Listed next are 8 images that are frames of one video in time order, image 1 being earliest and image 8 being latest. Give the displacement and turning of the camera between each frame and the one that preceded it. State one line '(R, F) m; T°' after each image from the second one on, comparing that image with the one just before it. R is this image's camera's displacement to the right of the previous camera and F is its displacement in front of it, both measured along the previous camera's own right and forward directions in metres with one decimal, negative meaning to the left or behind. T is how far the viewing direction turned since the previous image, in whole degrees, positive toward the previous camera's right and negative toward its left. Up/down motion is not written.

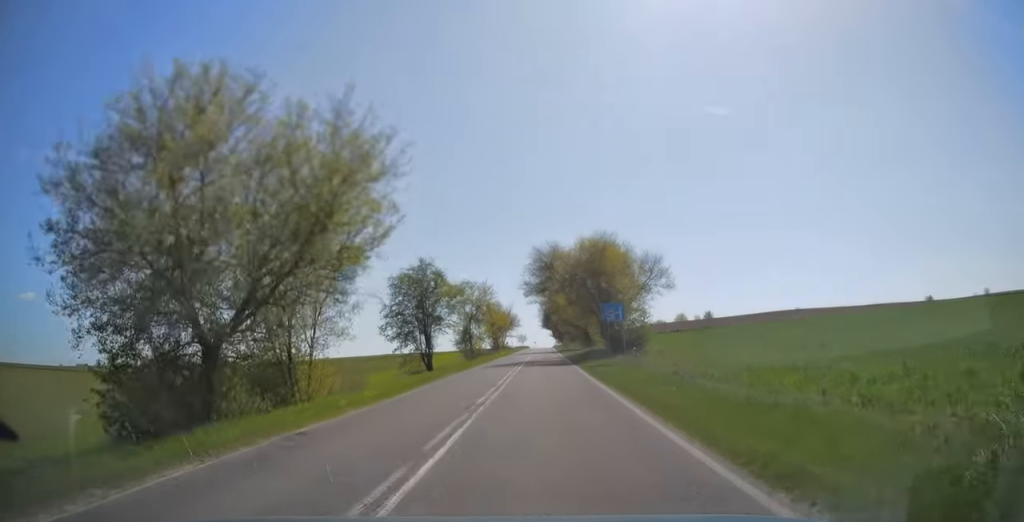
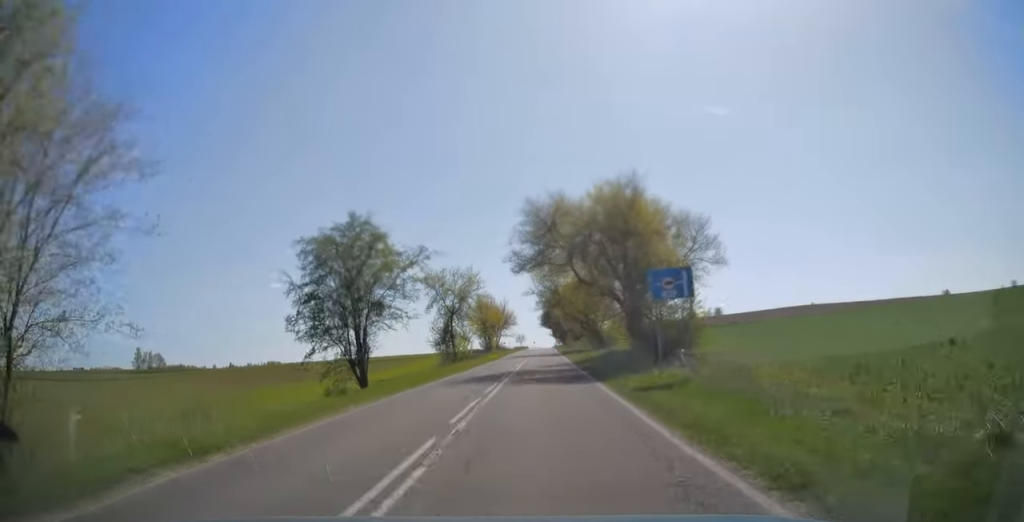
(0.0, +15.2) m; 0°
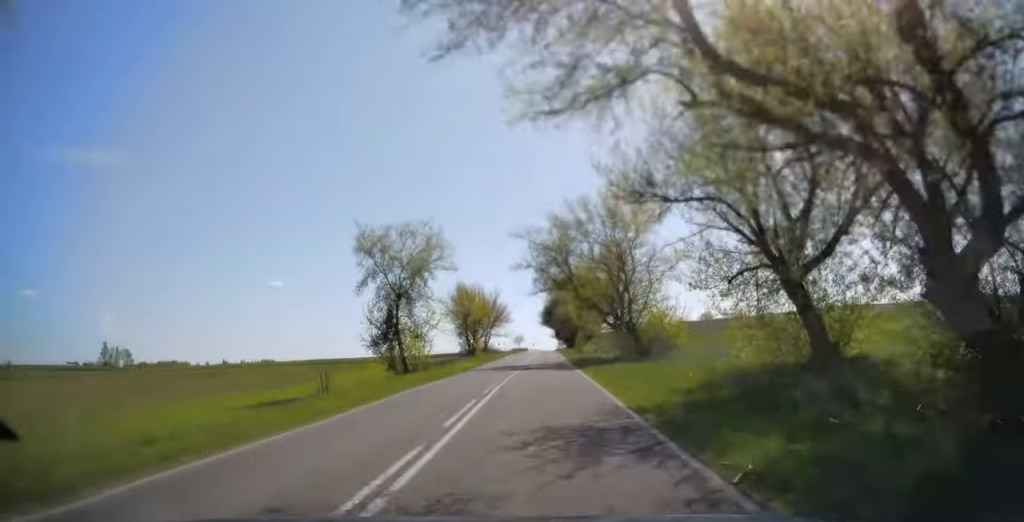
(-0.1, +24.4) m; 0°
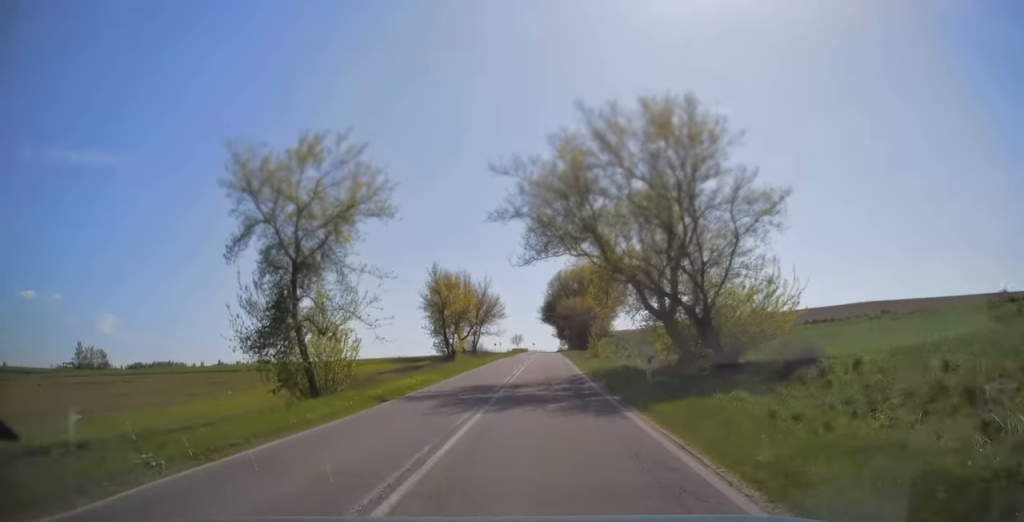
(+0.1, +17.2) m; 0°
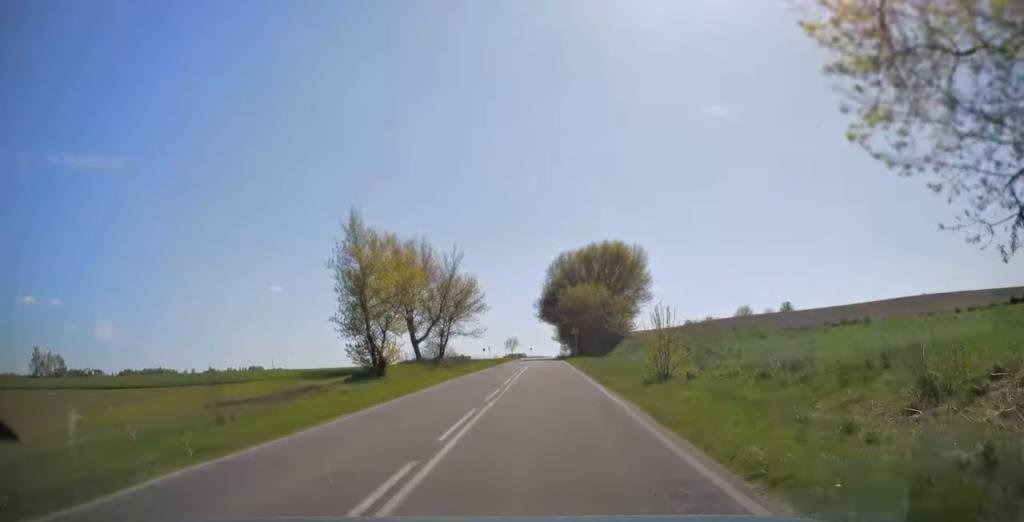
(+0.1, +25.2) m; 0°
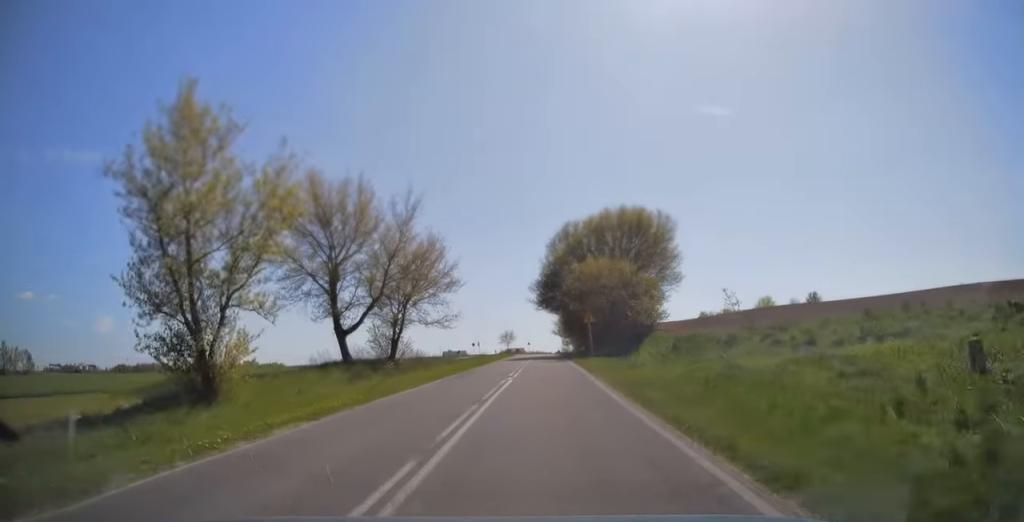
(-0.1, +17.7) m; 0°
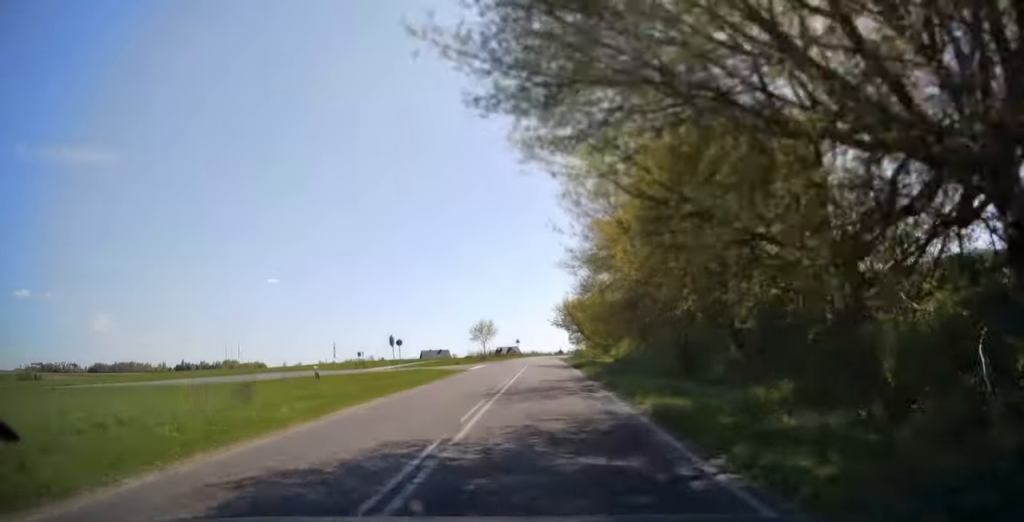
(+0.3, +55.7) m; +1°
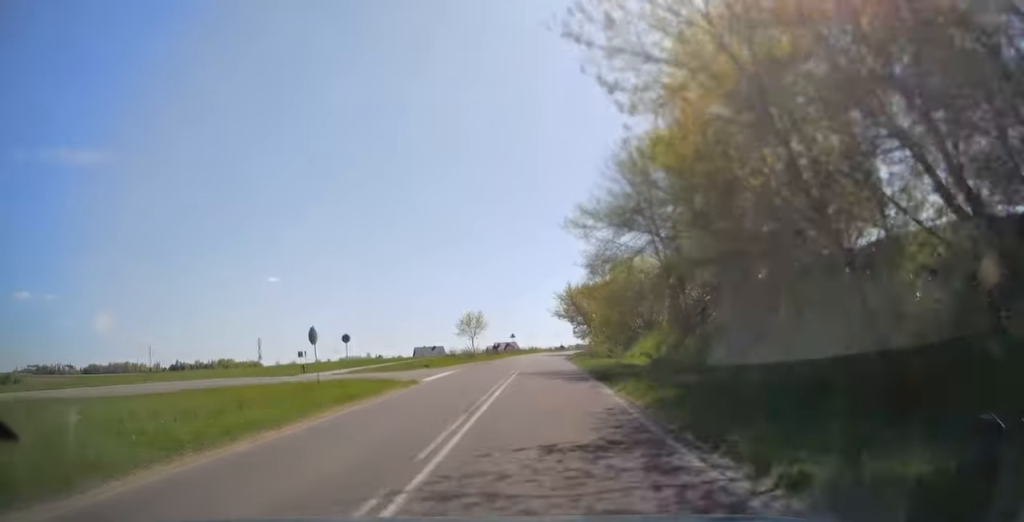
(+0.1, +15.1) m; 0°
